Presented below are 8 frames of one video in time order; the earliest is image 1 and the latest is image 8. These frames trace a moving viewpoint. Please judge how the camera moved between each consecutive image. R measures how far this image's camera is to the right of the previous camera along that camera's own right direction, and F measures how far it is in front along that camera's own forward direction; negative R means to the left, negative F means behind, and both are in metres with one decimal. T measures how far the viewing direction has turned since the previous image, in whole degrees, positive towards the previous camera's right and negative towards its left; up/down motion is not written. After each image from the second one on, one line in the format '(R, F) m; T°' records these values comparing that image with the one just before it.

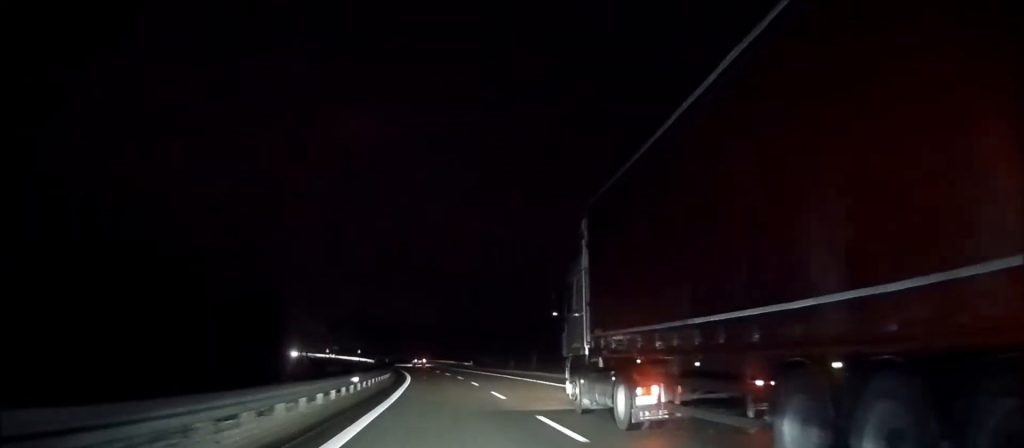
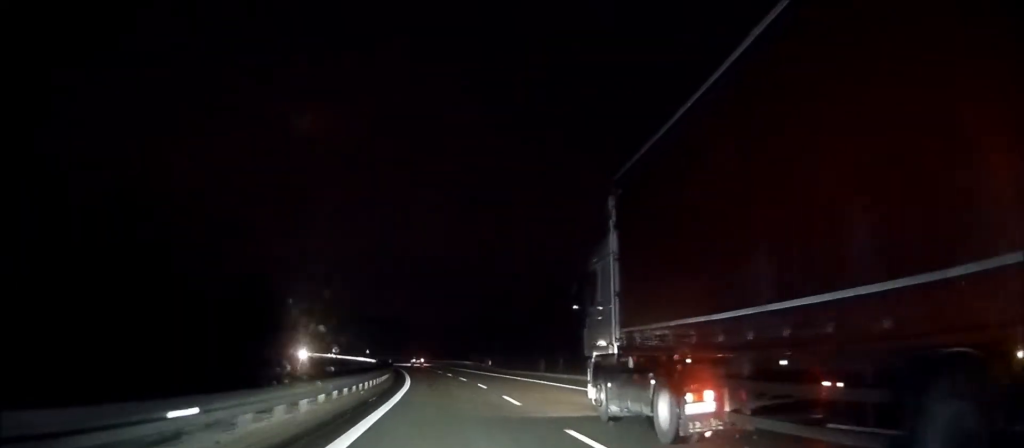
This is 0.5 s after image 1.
(-0.1, +14.4) m; -1°
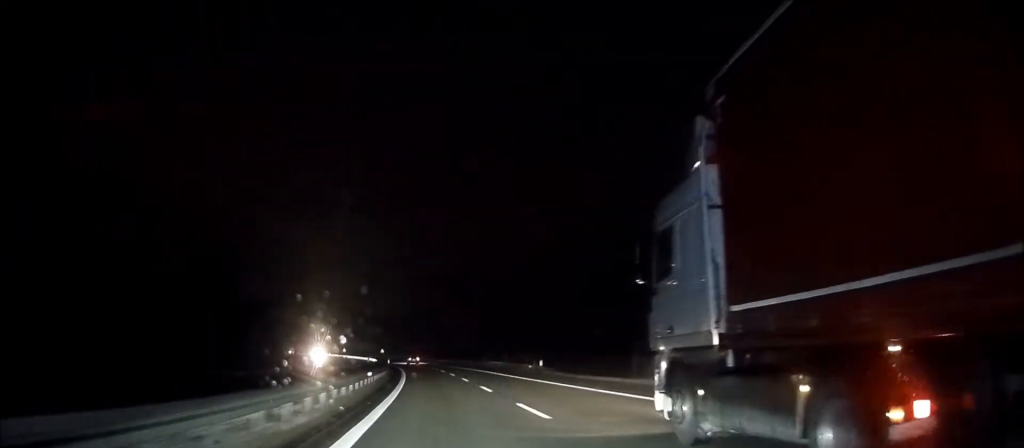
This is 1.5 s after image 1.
(-0.5, +27.3) m; -2°
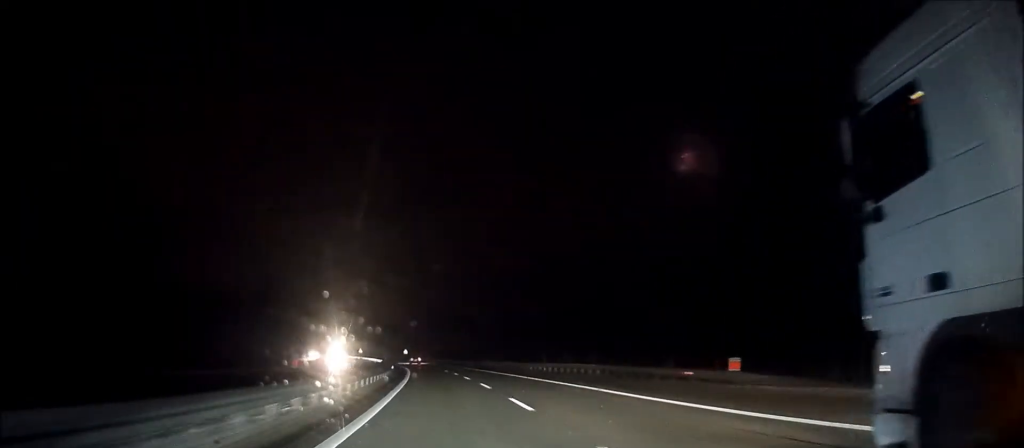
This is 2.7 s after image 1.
(-0.6, +32.4) m; -2°
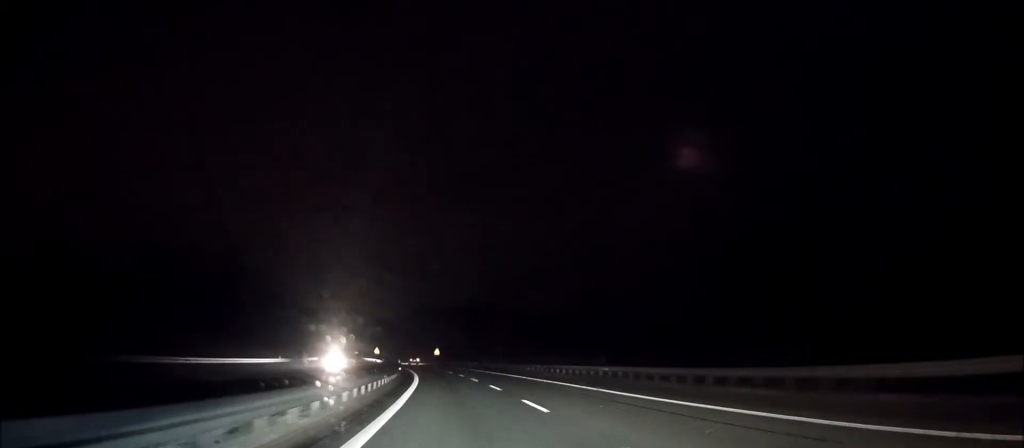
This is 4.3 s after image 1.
(-0.8, +45.0) m; -3°
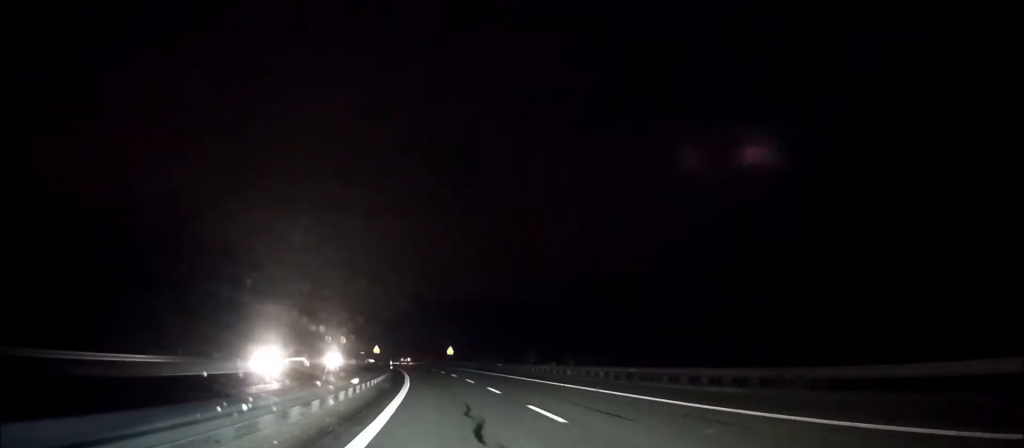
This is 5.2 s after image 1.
(-0.5, +25.6) m; -2°
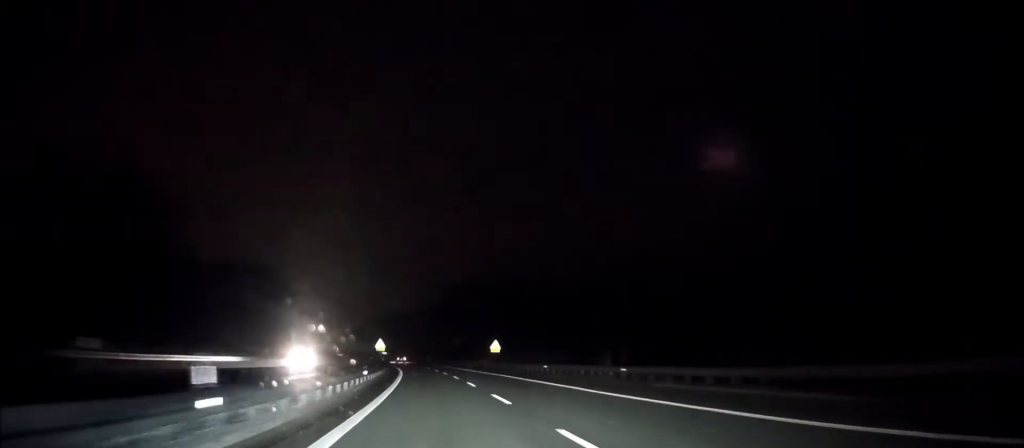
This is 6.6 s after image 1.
(-1.3, +40.9) m; -3°
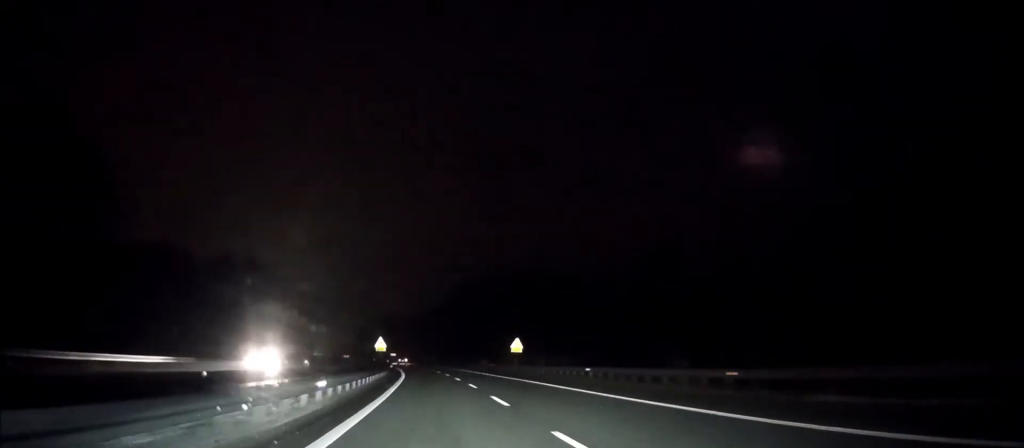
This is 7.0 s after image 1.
(-0.2, +11.4) m; -1°
